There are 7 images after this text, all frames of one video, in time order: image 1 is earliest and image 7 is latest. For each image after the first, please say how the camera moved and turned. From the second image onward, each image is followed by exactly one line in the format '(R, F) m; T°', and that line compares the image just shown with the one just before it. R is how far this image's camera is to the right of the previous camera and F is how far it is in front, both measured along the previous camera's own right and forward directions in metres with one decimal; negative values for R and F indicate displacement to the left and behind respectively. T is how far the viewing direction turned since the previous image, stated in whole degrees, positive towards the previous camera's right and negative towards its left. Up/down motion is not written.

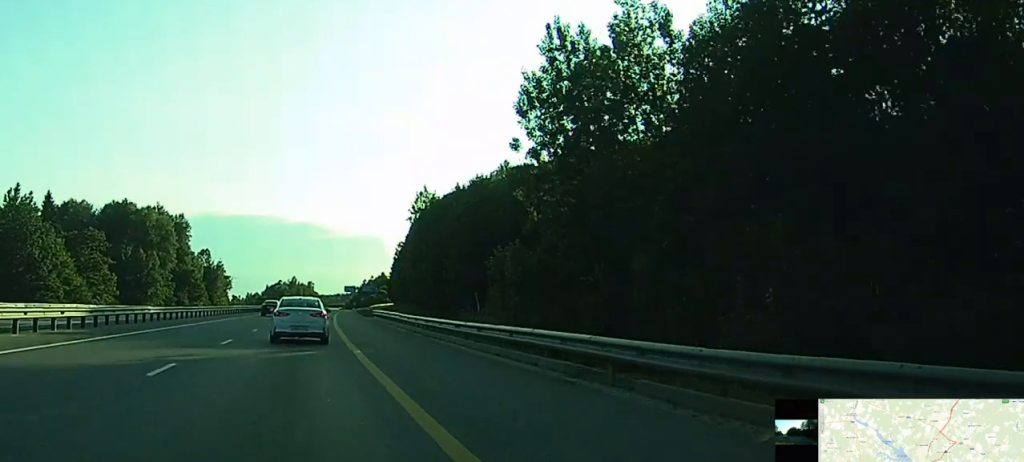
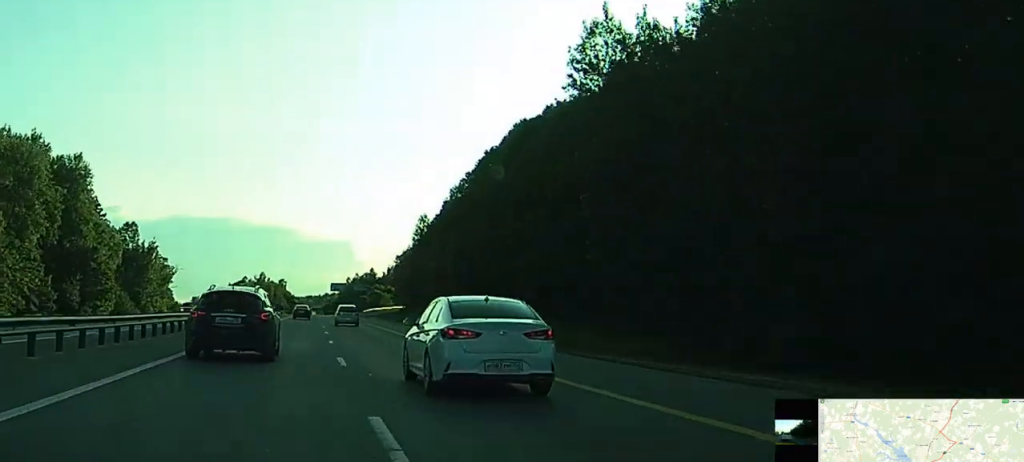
(-0.8, +91.0) m; 0°
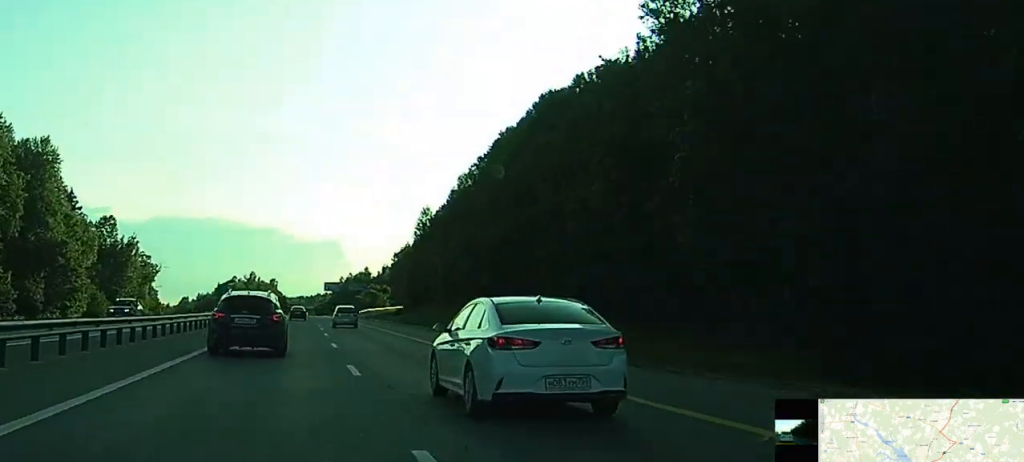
(+0.1, +14.1) m; 0°
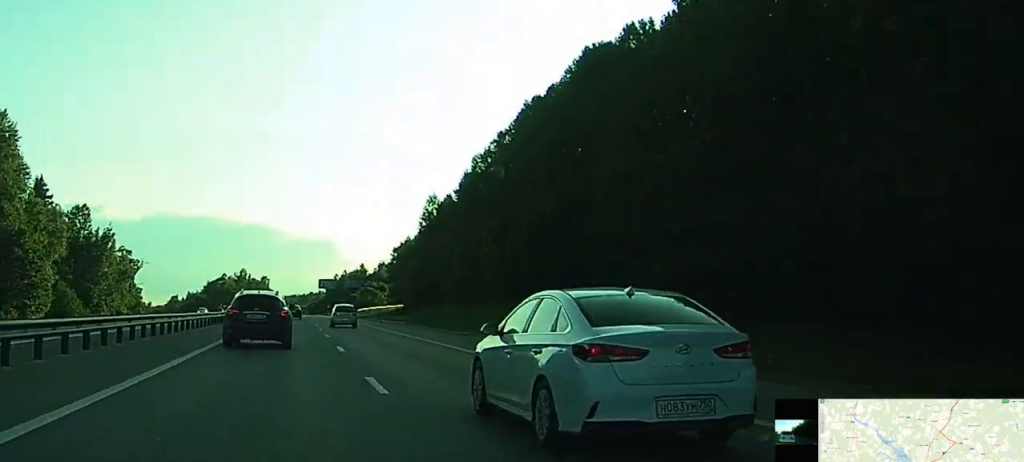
(+0.1, +15.9) m; 0°
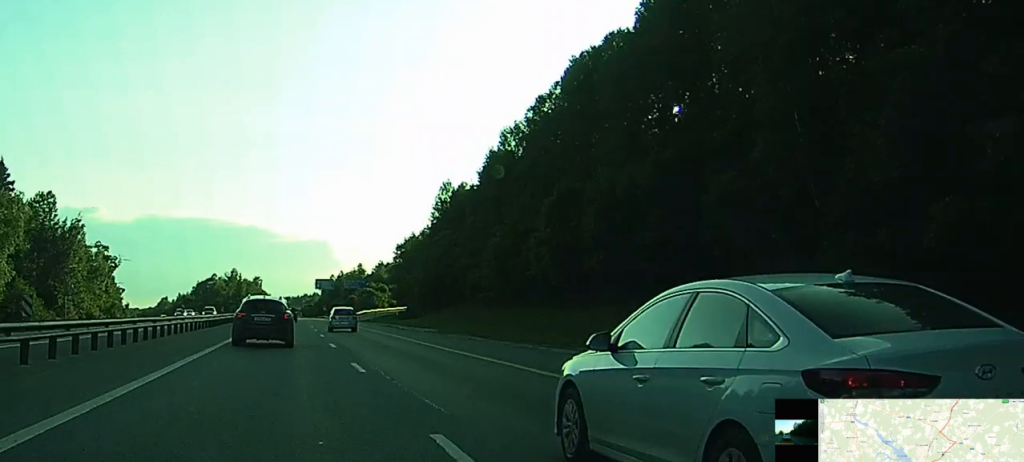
(0.0, +18.7) m; +1°
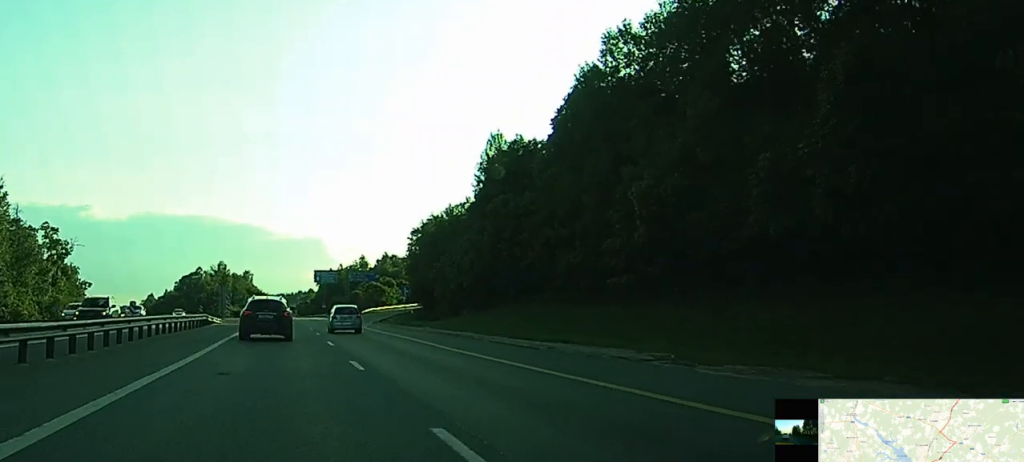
(+0.5, +35.0) m; +2°
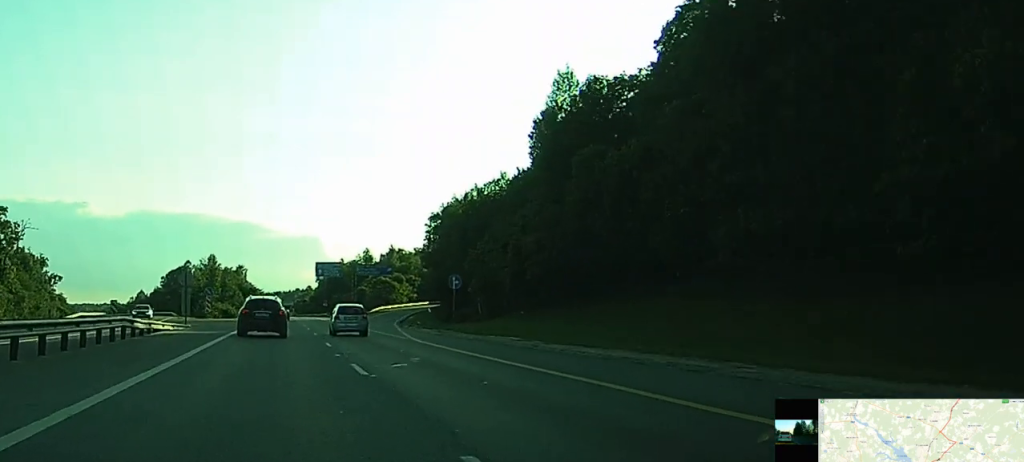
(+0.1, +25.5) m; +1°
